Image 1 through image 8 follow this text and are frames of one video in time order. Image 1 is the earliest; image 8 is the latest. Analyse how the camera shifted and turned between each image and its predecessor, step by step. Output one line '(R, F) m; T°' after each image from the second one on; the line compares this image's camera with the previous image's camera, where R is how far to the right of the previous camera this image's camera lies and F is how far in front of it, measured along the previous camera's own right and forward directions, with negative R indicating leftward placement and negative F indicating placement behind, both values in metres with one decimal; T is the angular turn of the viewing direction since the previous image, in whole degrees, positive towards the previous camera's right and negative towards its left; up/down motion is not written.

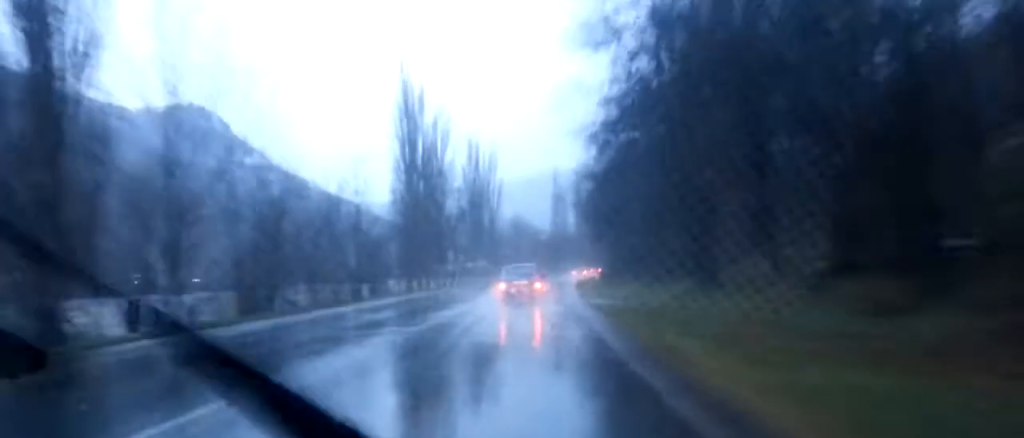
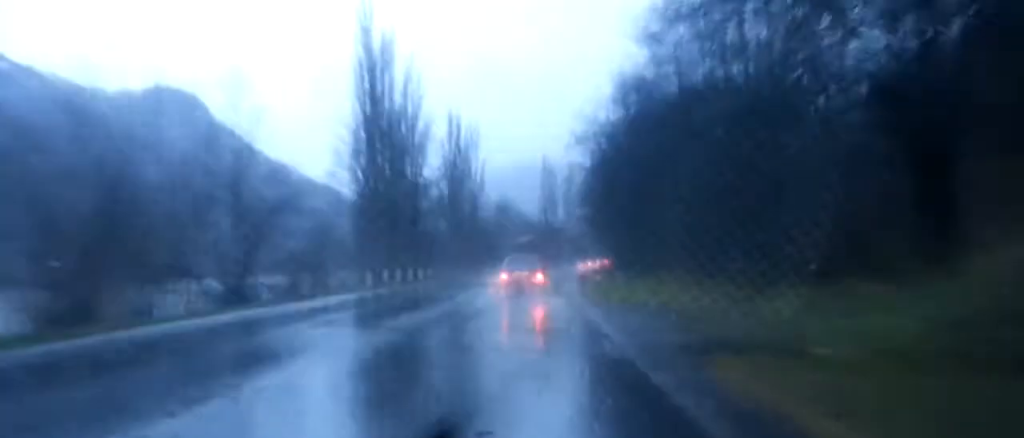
(+0.3, +17.4) m; +1°
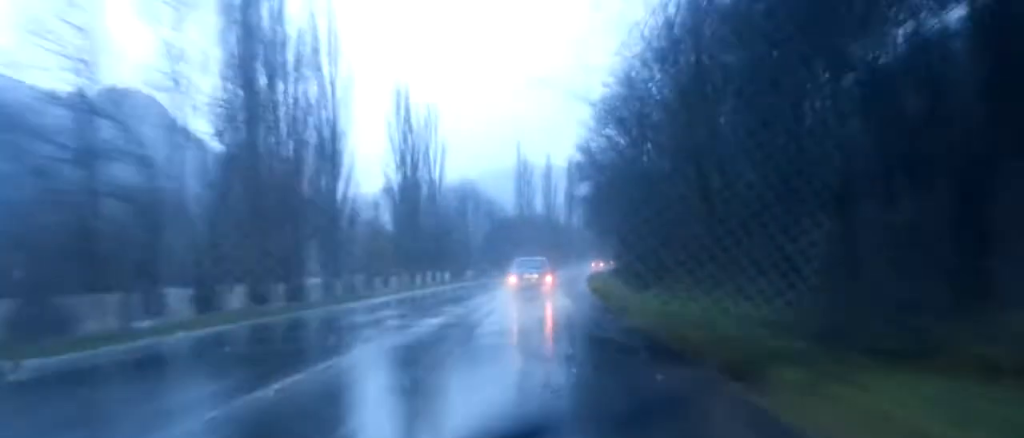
(+0.1, +31.4) m; +1°
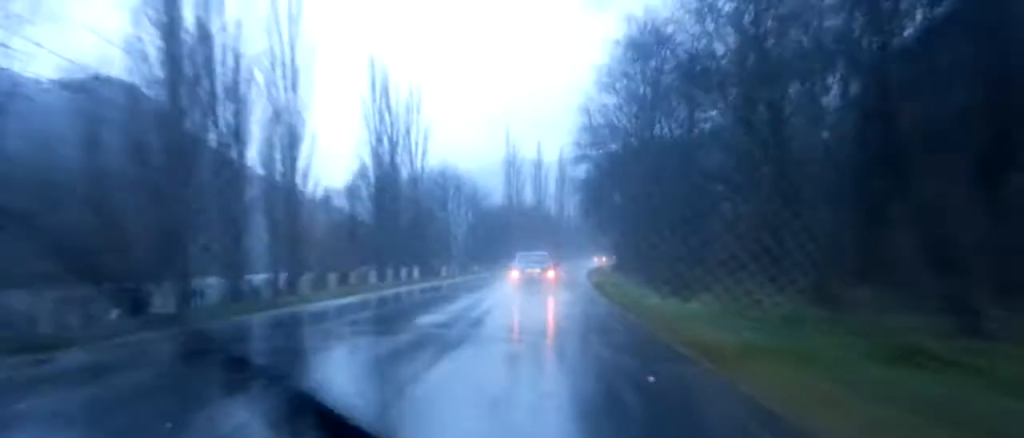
(0.0, +10.4) m; +1°
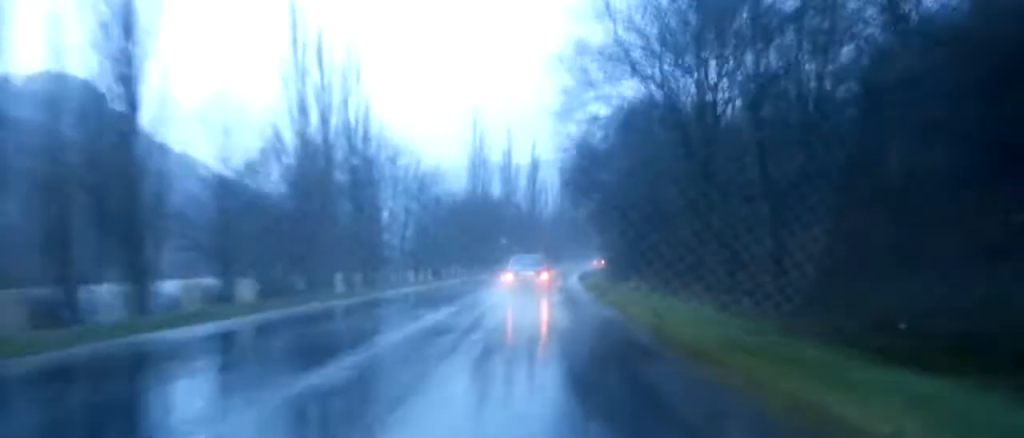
(+0.4, +22.6) m; +2°
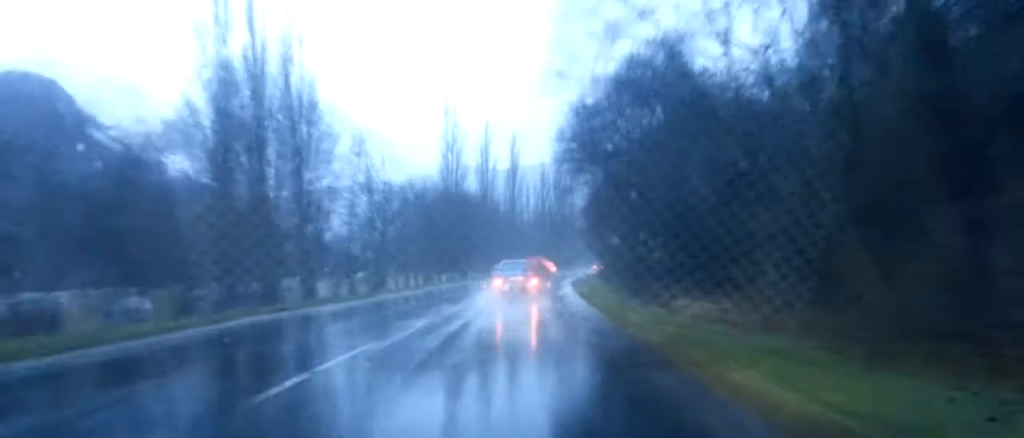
(+0.2, +15.6) m; +1°
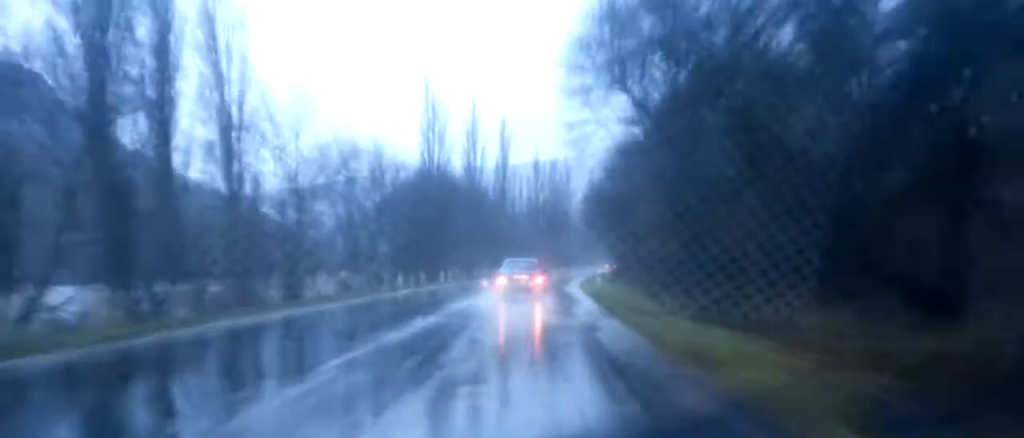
(+0.2, +16.8) m; +1°
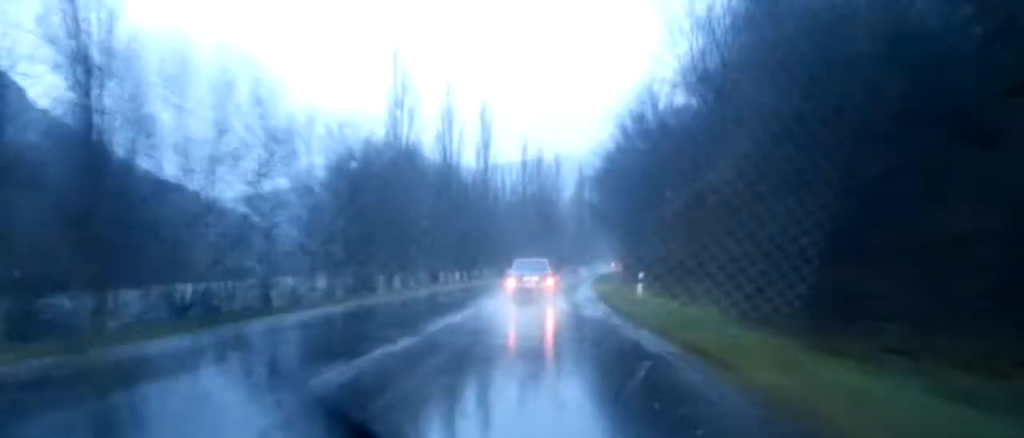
(+0.2, +18.2) m; +2°
